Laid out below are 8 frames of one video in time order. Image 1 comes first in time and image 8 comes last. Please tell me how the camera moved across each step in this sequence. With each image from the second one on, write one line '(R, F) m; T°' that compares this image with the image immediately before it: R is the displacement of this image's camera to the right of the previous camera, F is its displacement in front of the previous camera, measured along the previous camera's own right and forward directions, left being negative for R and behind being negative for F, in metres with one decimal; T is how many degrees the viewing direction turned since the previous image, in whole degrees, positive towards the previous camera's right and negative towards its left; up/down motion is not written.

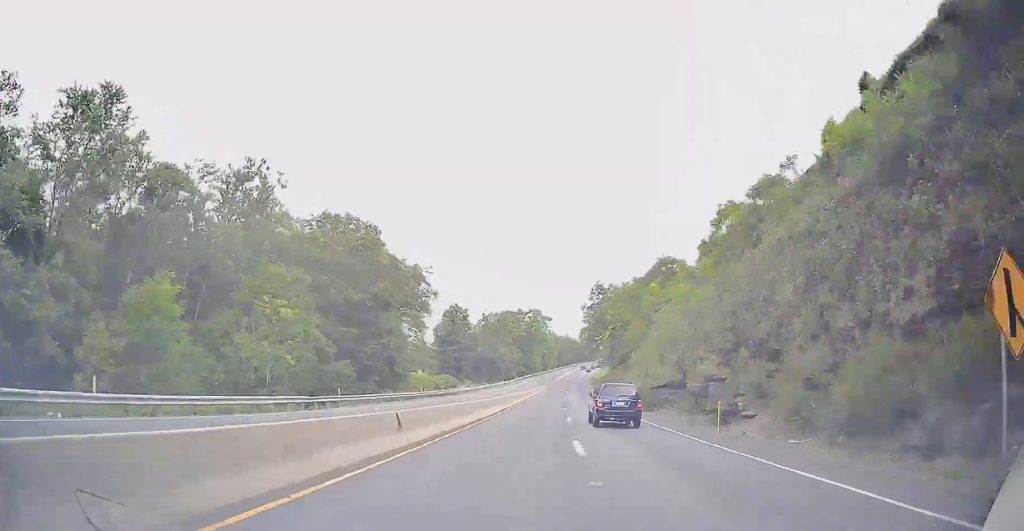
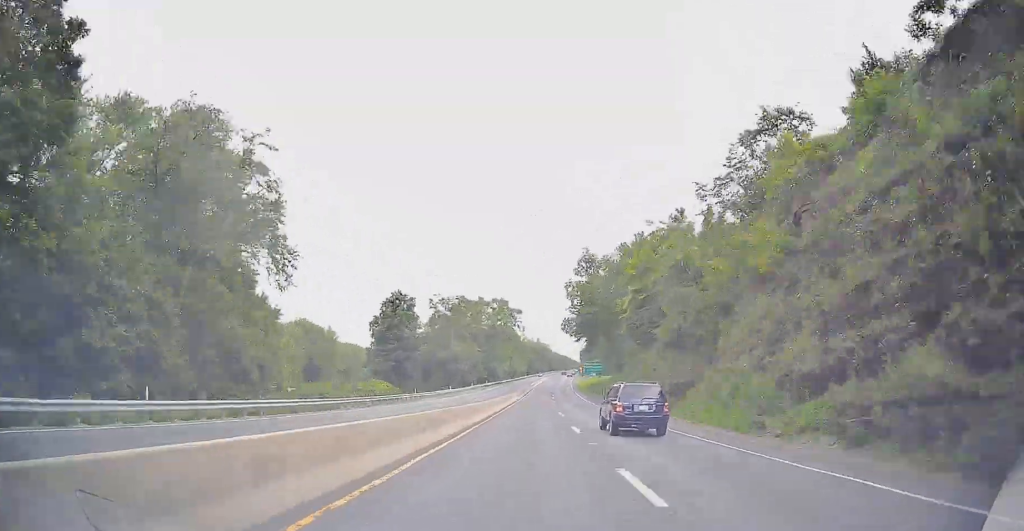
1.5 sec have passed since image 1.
(+1.8, +42.0) m; +3°
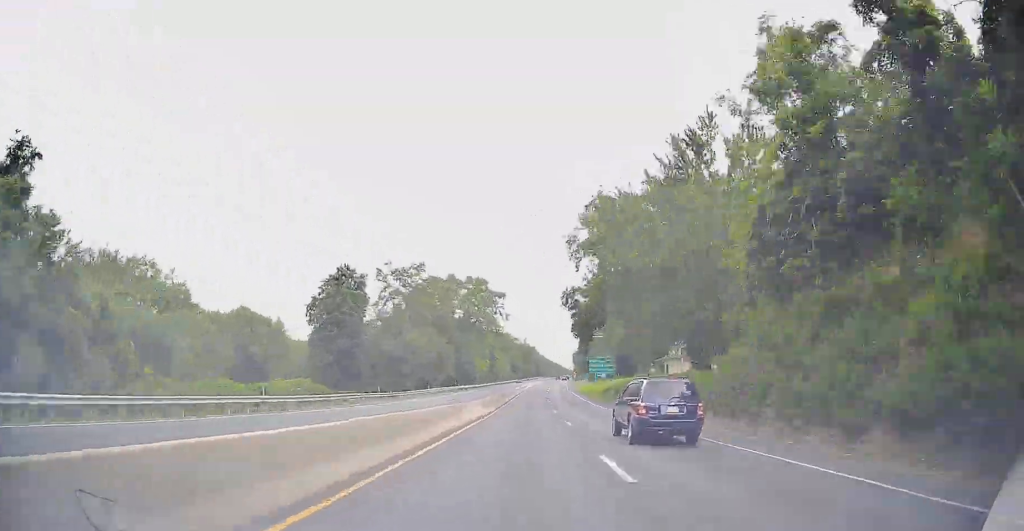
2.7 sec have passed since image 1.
(-0.1, +33.6) m; +2°
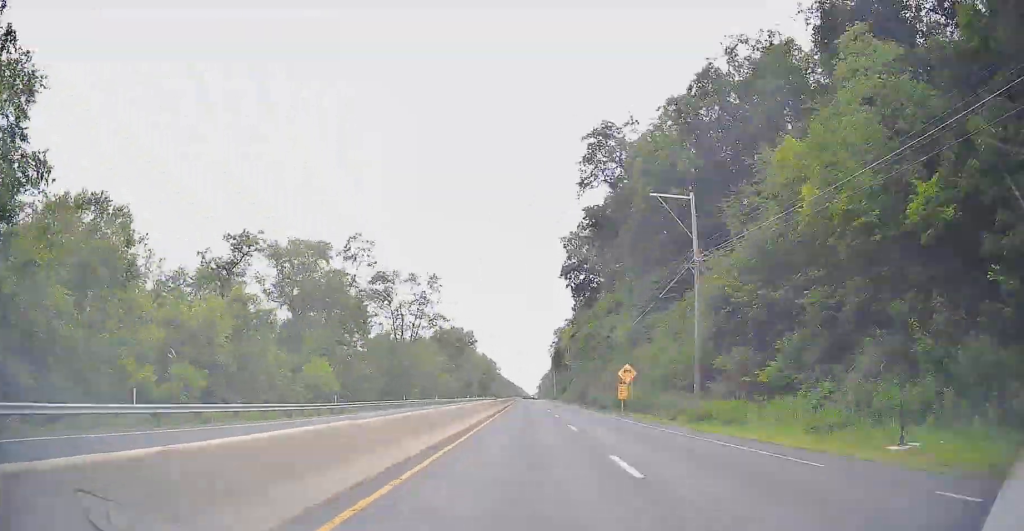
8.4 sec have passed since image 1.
(+3.9, +159.8) m; -1°
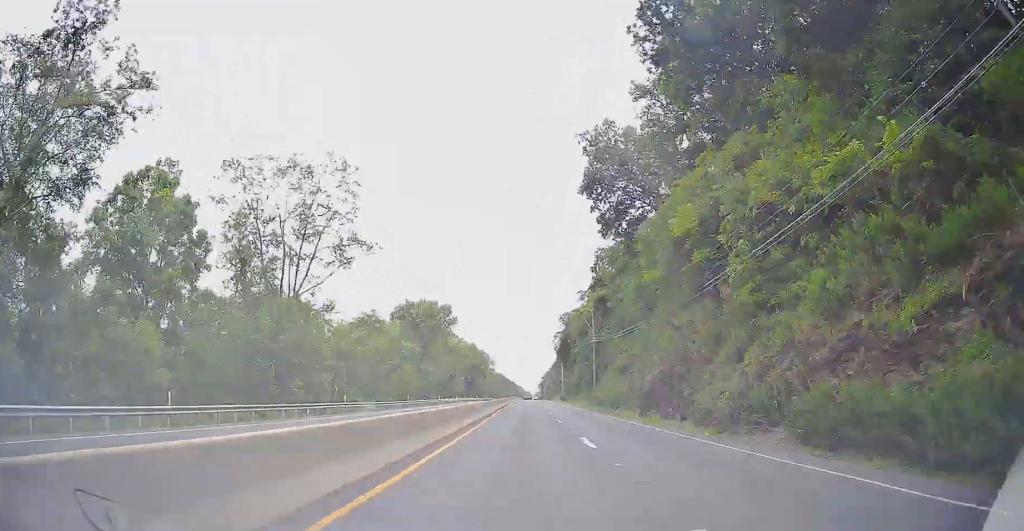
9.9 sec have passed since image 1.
(-1.0, +42.0) m; +2°
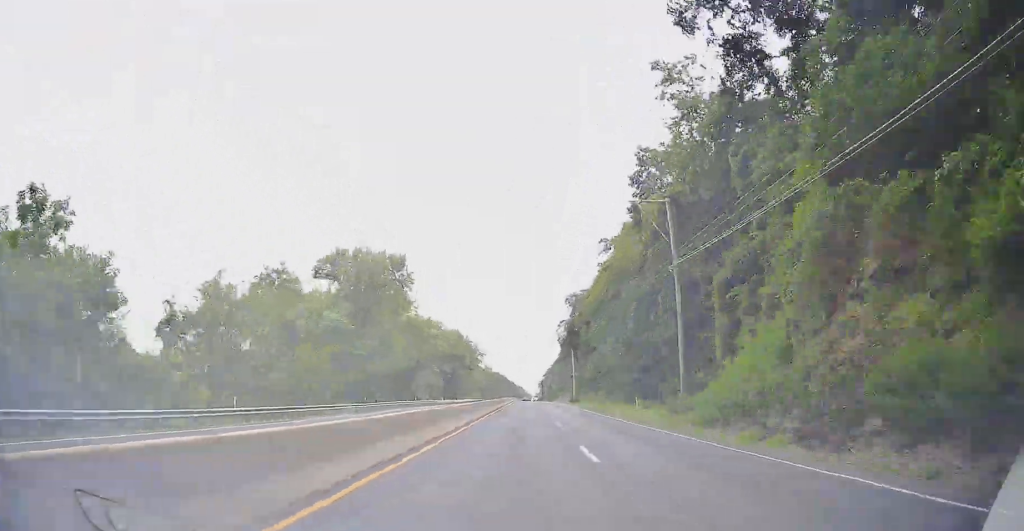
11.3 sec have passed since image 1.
(-2.6, +39.2) m; +2°
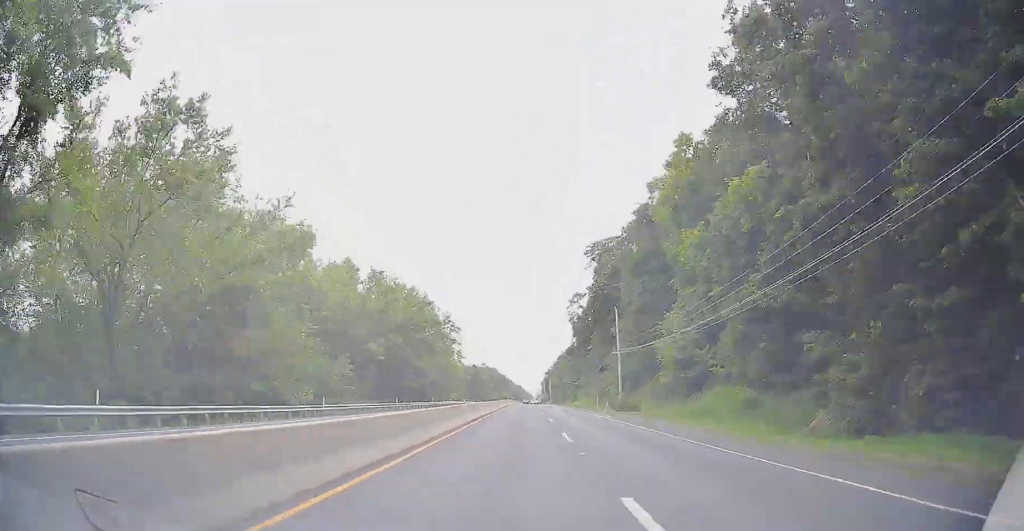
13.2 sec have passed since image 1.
(+4.3, +56.2) m; +3°
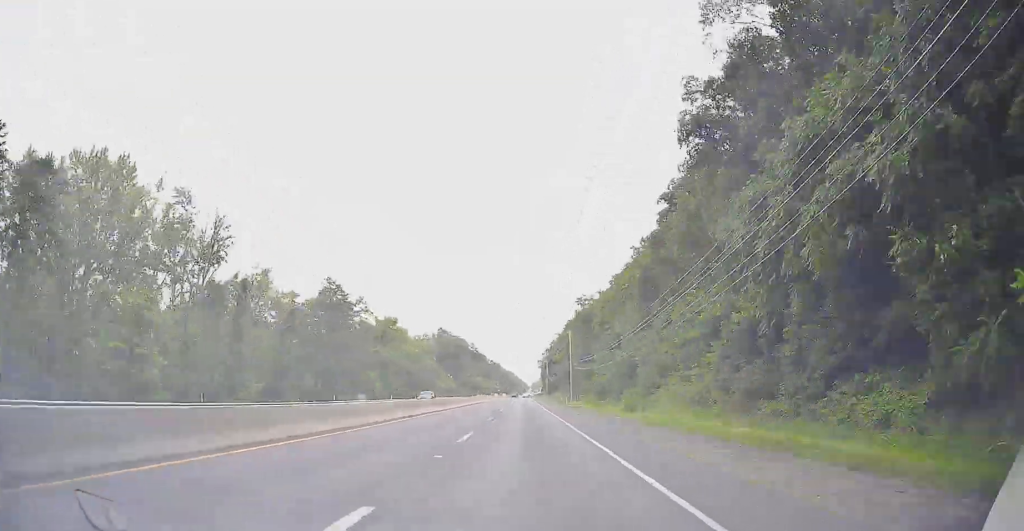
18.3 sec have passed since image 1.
(+2.7, +155.1) m; -1°
